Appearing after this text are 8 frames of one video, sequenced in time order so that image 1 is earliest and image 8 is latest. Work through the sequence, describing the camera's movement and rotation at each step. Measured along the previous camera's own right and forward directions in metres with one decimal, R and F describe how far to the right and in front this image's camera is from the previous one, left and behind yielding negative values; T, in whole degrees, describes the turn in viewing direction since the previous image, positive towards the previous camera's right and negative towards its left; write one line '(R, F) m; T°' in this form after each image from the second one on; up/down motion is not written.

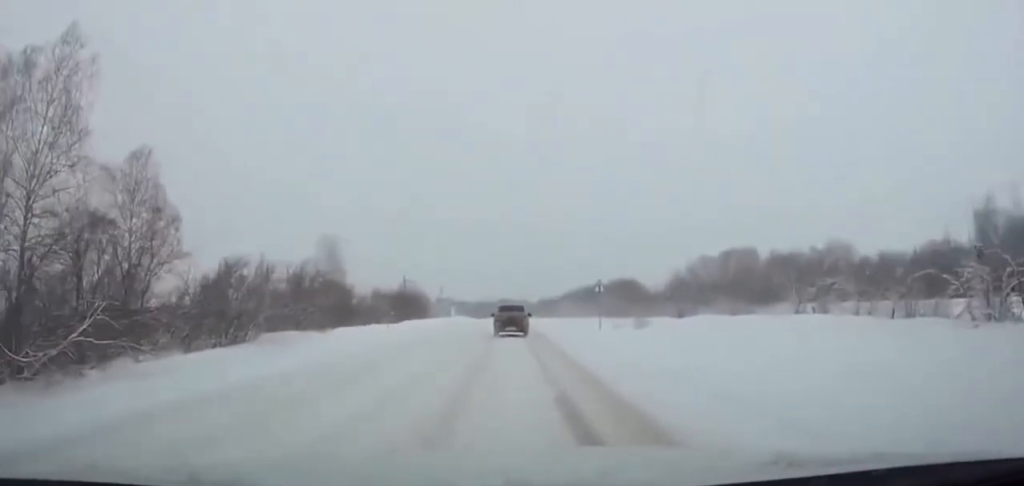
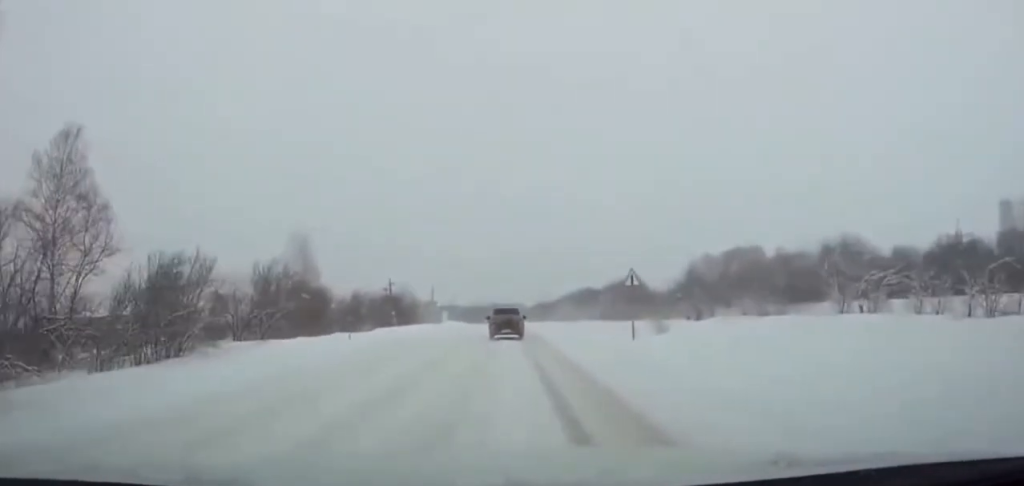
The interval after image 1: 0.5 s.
(-0.4, +9.9) m; +1°
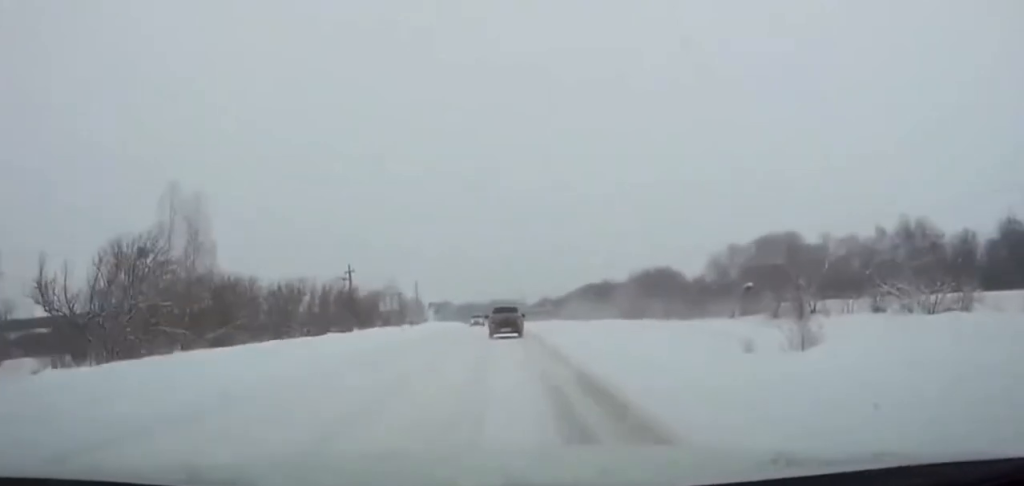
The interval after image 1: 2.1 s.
(+1.0, +29.5) m; +1°
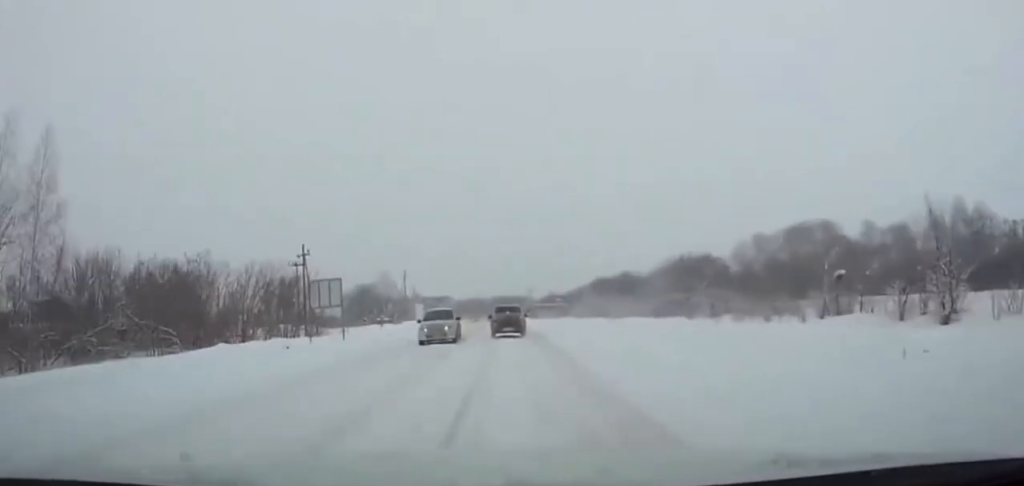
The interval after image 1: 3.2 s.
(-0.3, +19.7) m; -1°
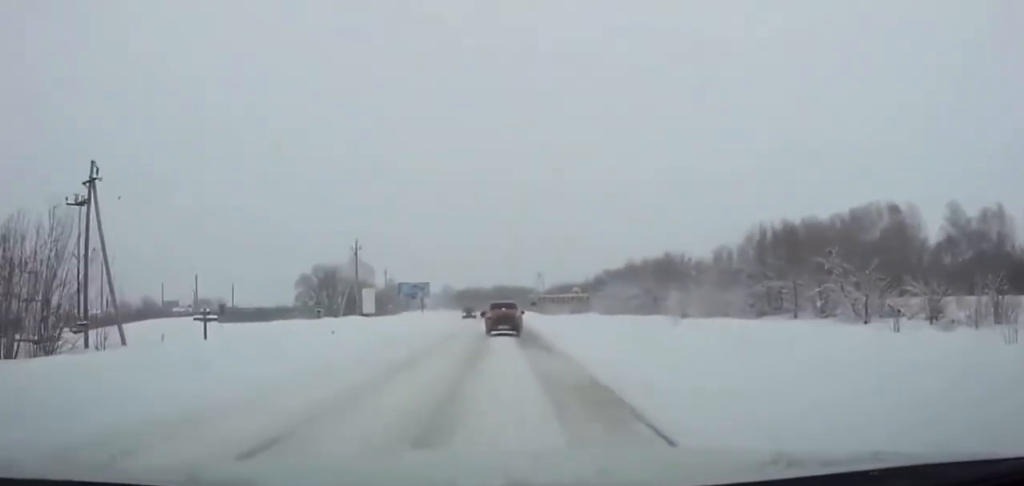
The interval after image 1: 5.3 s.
(0.0, +34.1) m; 0°
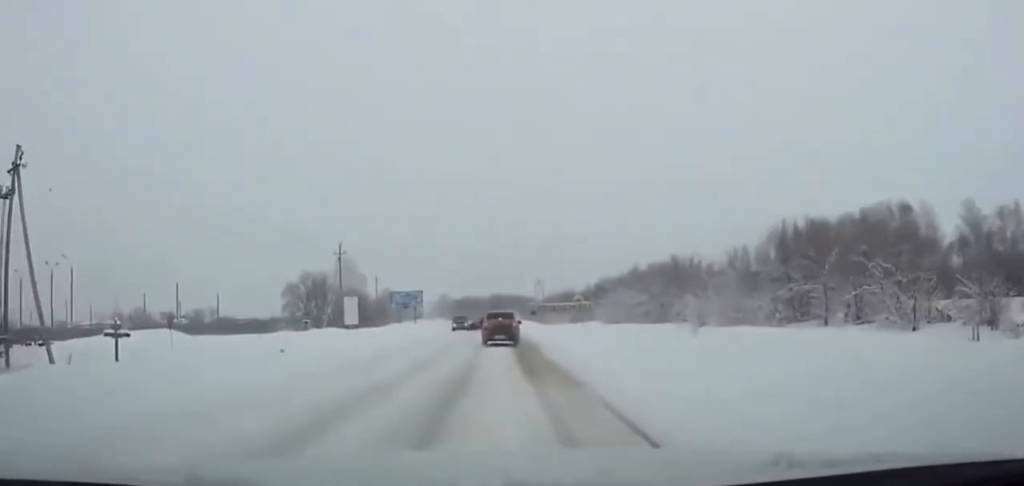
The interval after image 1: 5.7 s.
(+0.1, +6.2) m; 0°
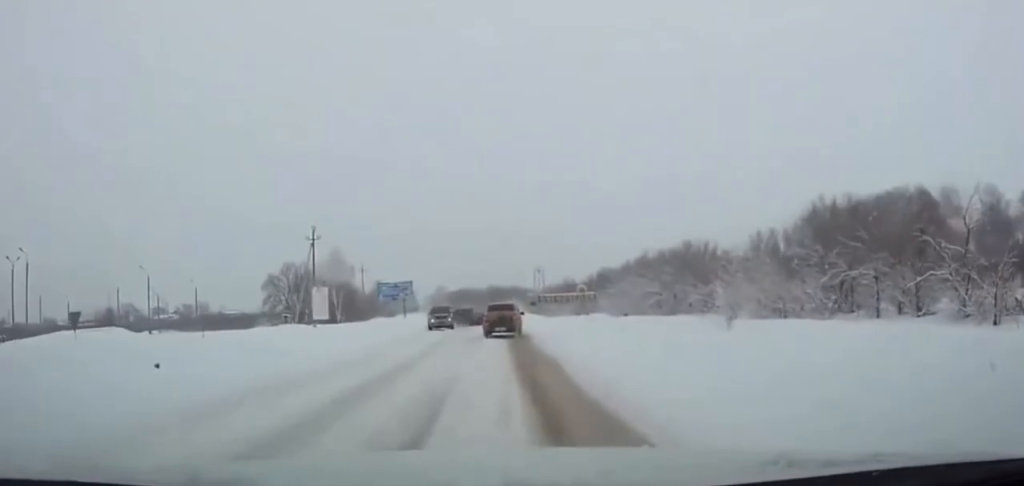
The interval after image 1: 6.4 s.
(-0.1, +8.6) m; 0°
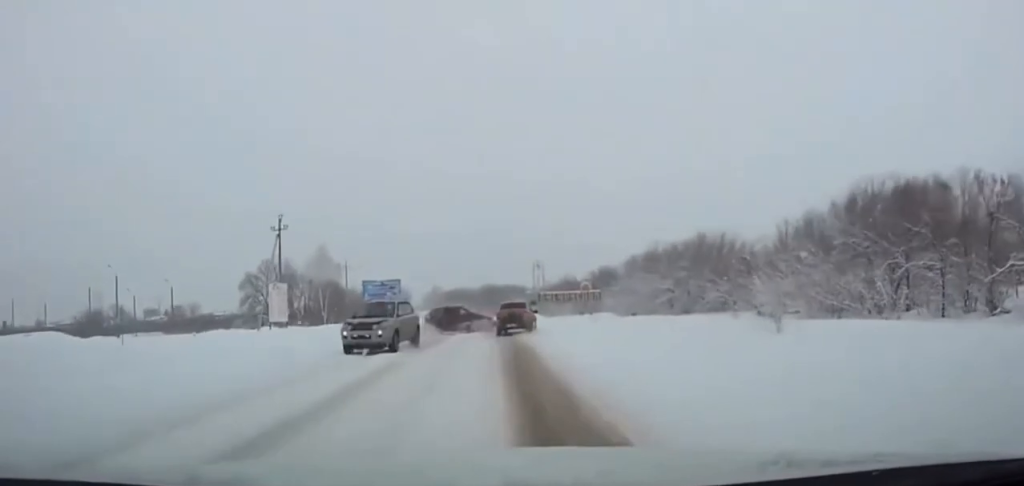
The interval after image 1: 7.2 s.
(0.0, +8.3) m; +2°
